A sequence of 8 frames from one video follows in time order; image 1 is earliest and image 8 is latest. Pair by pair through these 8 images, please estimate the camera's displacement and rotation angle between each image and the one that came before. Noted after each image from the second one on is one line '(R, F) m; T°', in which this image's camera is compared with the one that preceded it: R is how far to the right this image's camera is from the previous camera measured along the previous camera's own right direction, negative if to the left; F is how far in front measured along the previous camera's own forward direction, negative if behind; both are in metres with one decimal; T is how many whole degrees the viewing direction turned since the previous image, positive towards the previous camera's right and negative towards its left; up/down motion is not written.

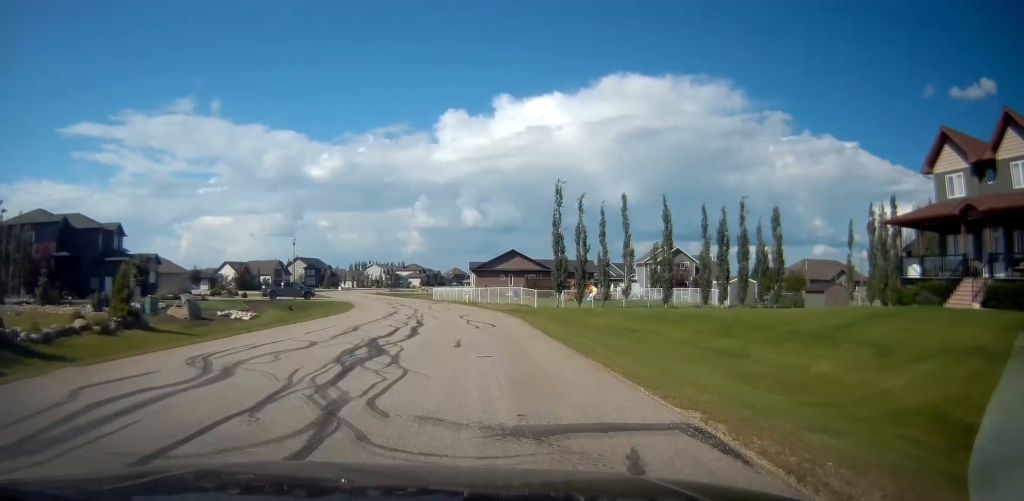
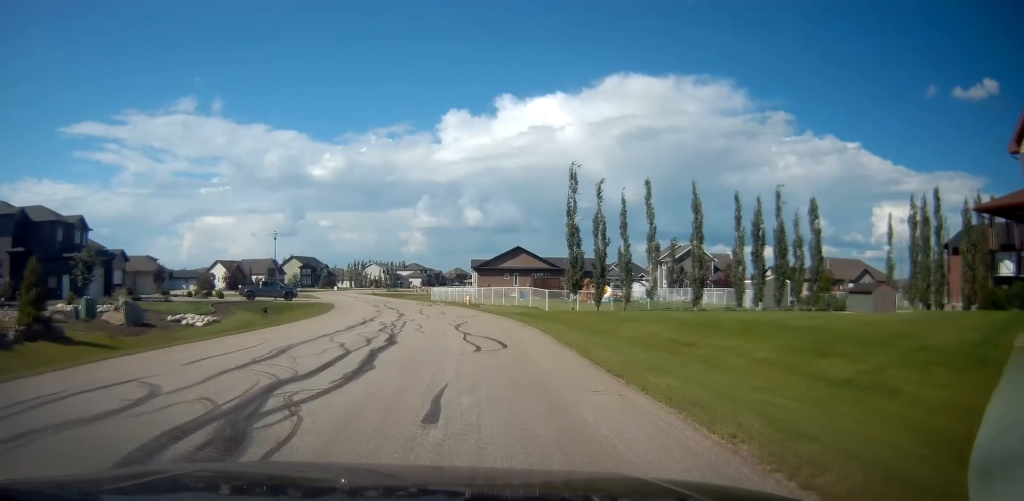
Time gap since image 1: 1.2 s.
(-0.4, +7.3) m; -3°
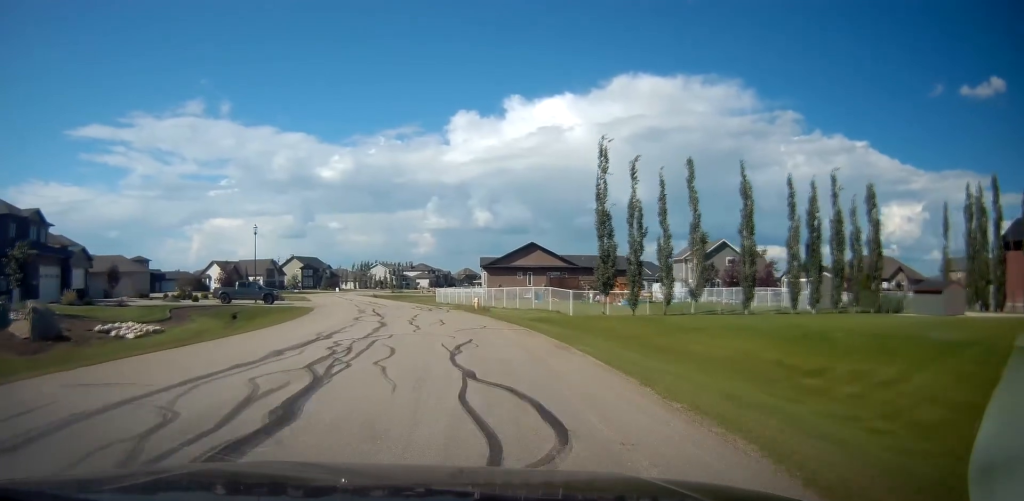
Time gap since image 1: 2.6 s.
(0.0, +8.1) m; 0°
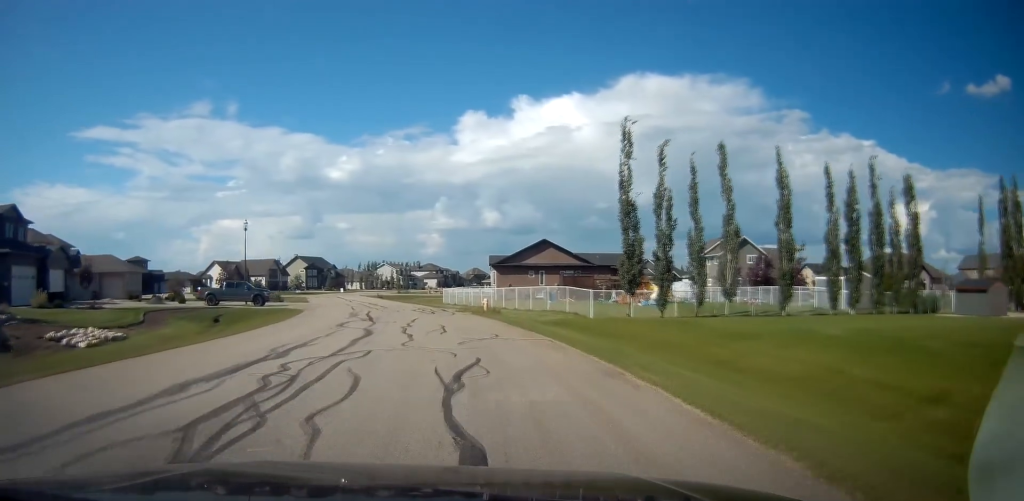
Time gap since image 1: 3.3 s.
(0.0, +4.4) m; -3°
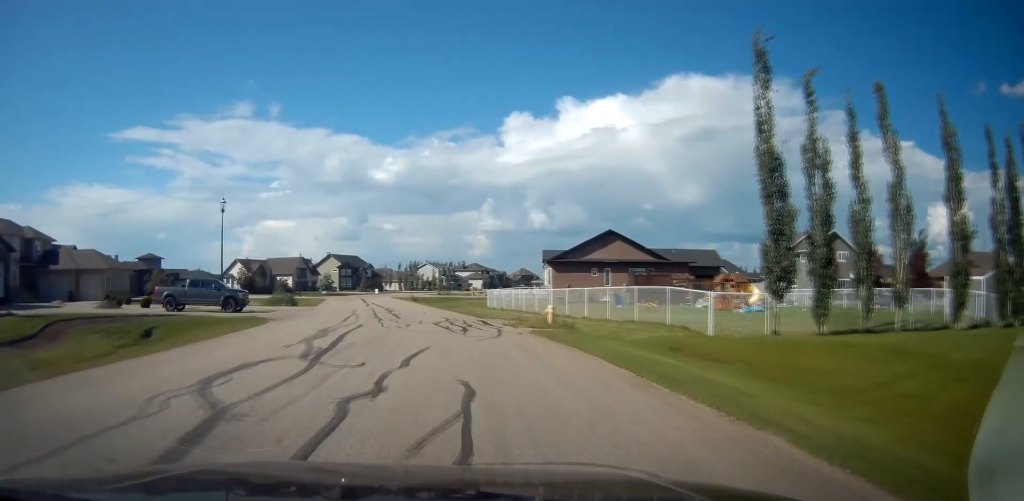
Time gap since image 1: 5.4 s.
(-0.4, +13.0) m; -2°
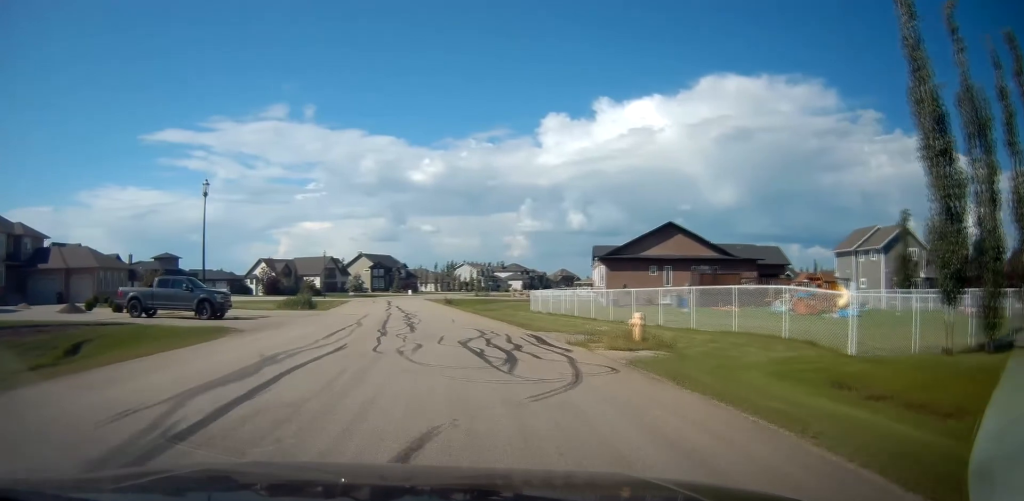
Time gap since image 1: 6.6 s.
(-0.4, +7.8) m; -4°
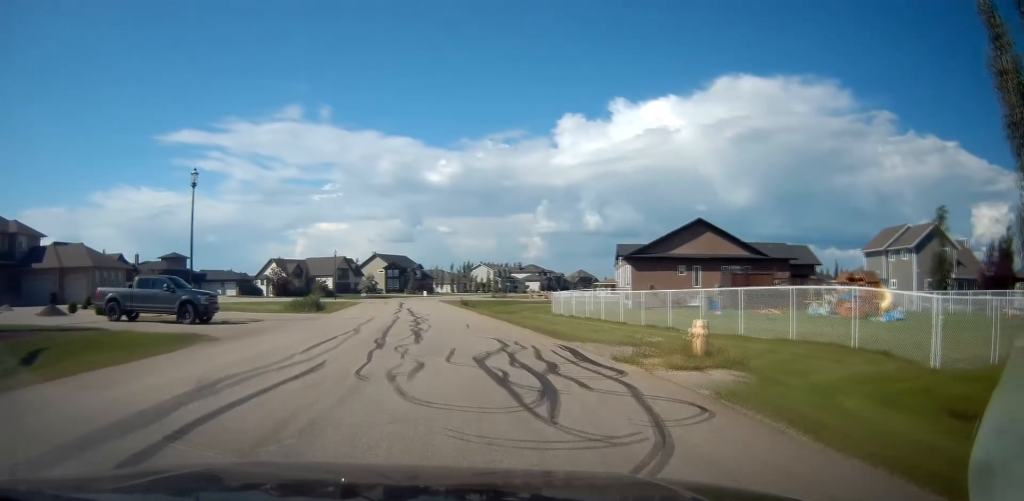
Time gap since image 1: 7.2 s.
(0.0, +3.2) m; 0°
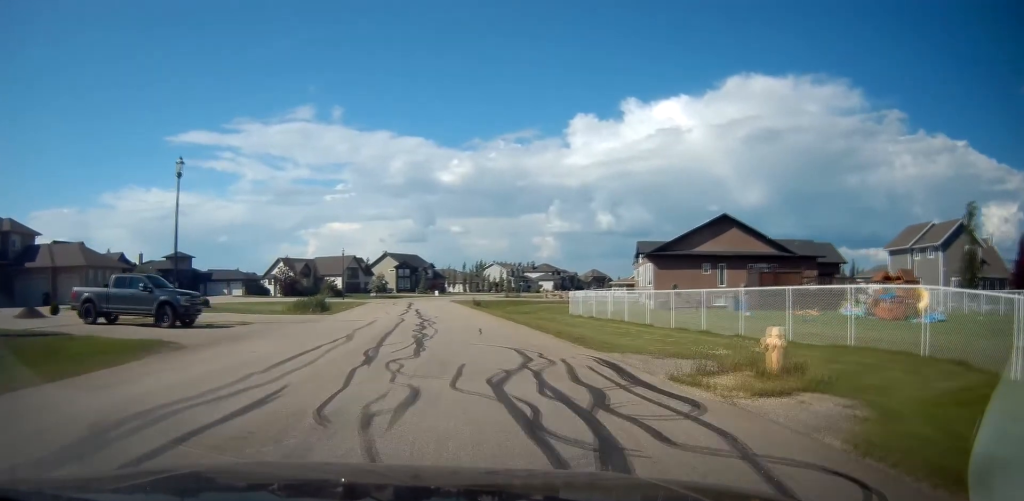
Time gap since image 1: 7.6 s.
(0.0, +2.8) m; 0°
